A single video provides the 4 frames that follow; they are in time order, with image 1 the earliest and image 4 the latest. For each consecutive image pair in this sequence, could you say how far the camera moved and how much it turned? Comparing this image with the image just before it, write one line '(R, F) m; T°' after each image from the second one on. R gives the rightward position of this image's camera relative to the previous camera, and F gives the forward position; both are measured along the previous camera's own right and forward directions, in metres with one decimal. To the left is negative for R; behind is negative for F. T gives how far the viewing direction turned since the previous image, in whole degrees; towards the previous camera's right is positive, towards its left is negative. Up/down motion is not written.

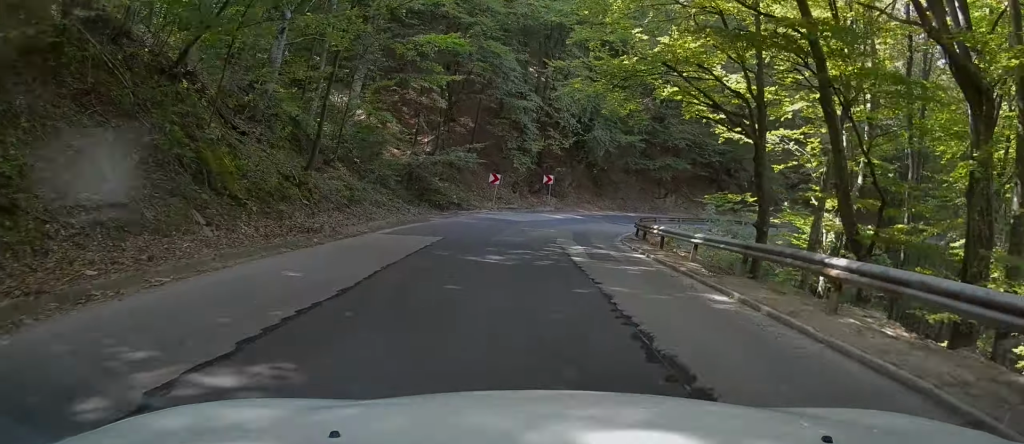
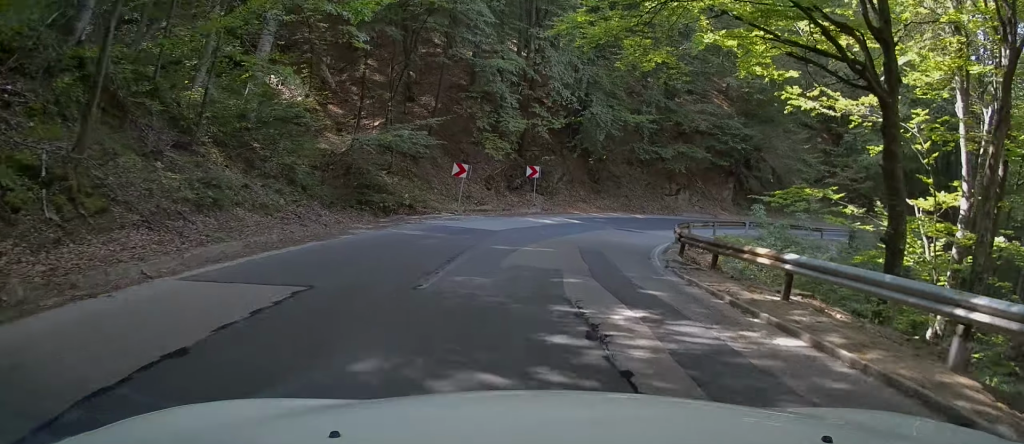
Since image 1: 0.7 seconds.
(-0.1, +10.2) m; +5°
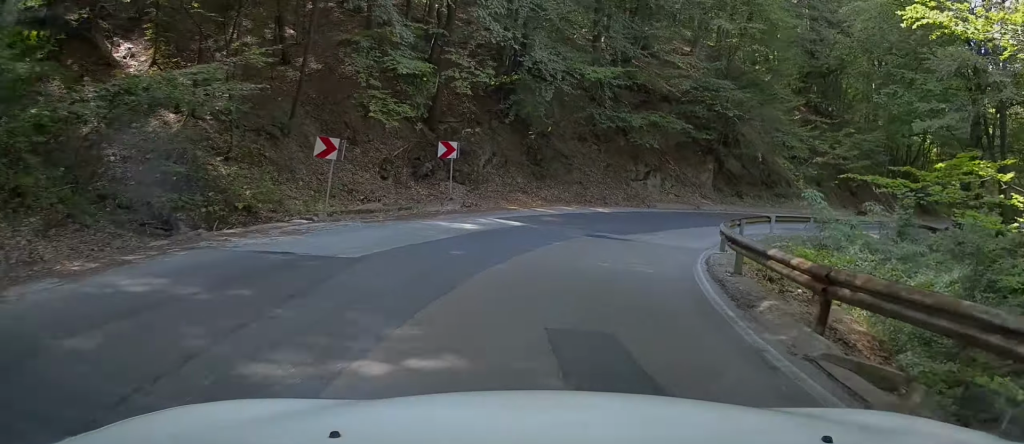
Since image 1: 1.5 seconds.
(+1.0, +10.5) m; +8°
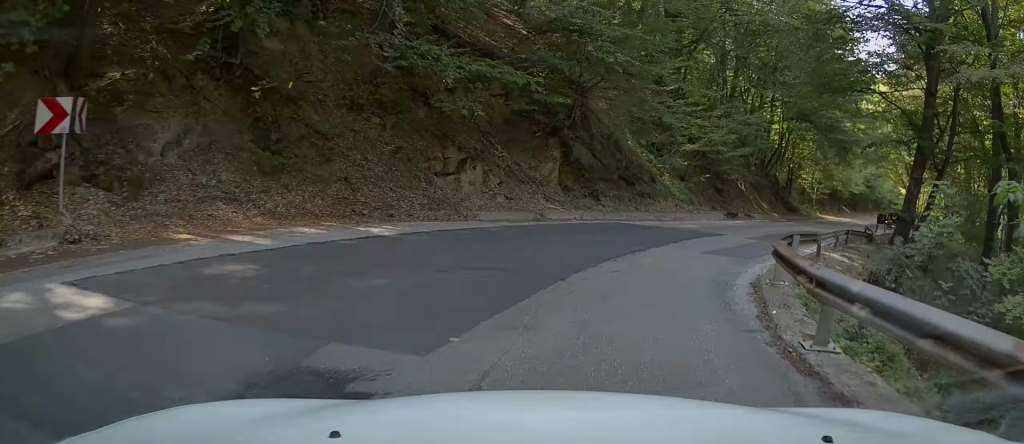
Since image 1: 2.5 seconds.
(+0.5, +12.6) m; +6°
